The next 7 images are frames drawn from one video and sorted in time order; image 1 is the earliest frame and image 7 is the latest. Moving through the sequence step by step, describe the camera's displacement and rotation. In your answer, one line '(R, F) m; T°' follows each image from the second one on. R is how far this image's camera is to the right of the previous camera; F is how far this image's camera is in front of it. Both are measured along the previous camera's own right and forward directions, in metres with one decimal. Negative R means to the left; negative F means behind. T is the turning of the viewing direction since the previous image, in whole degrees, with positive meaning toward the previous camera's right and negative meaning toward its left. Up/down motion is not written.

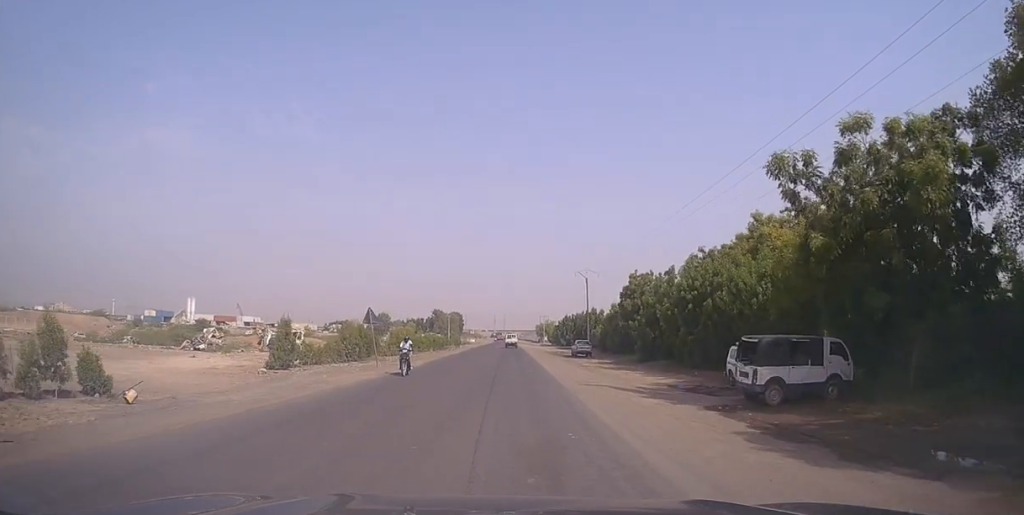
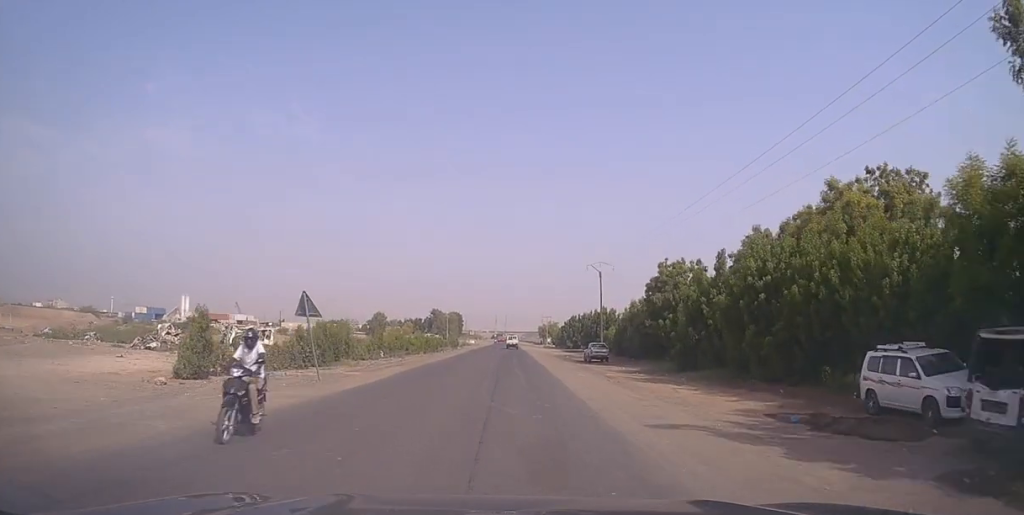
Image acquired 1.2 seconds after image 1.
(-0.1, +7.4) m; +1°
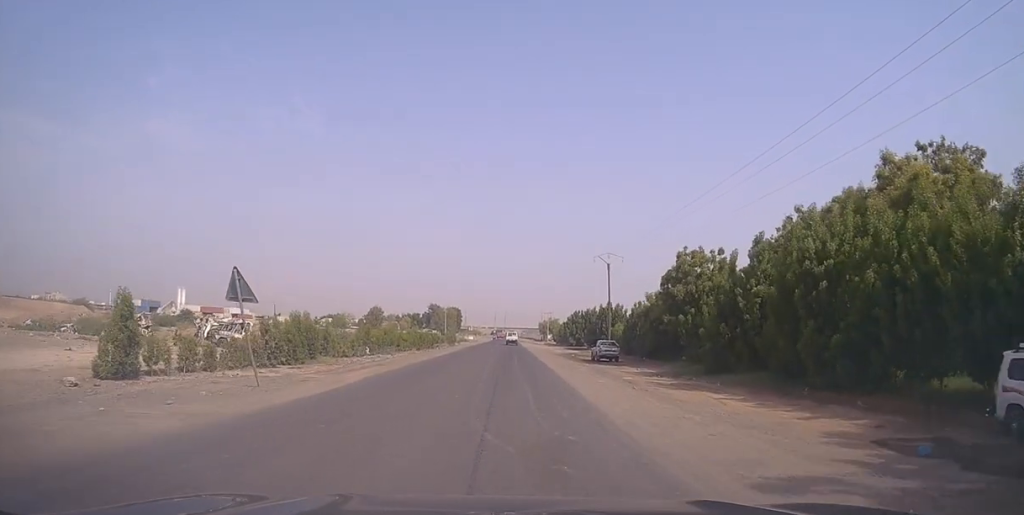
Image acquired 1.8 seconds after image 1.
(+0.1, +4.5) m; +1°
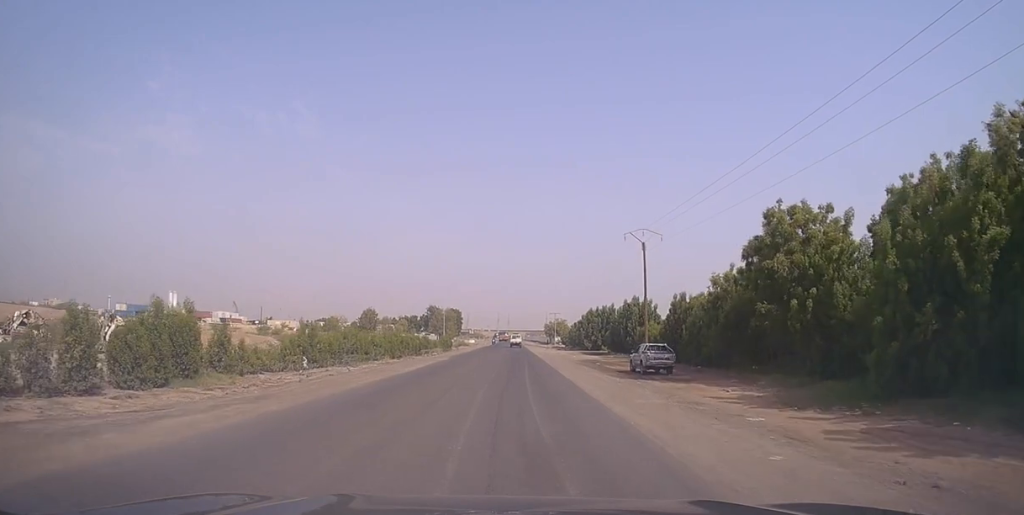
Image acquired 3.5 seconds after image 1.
(+0.3, +14.7) m; -1°
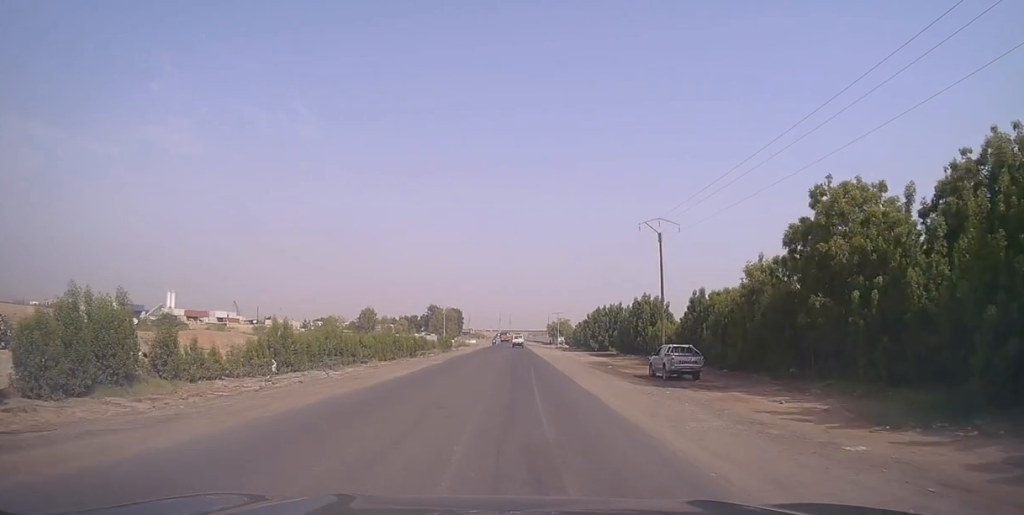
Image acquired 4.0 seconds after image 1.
(-0.1, +4.6) m; 0°
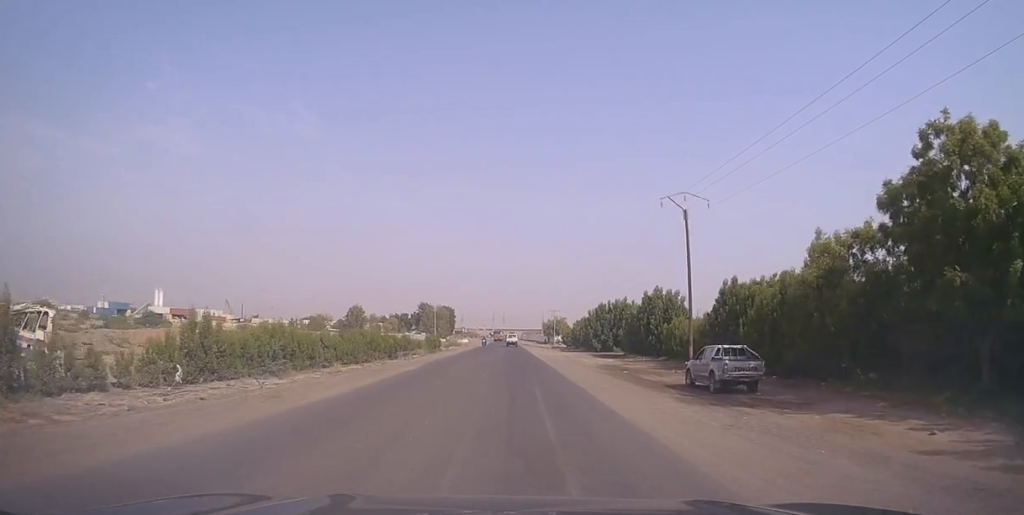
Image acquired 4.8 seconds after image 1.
(-0.1, +7.8) m; 0°
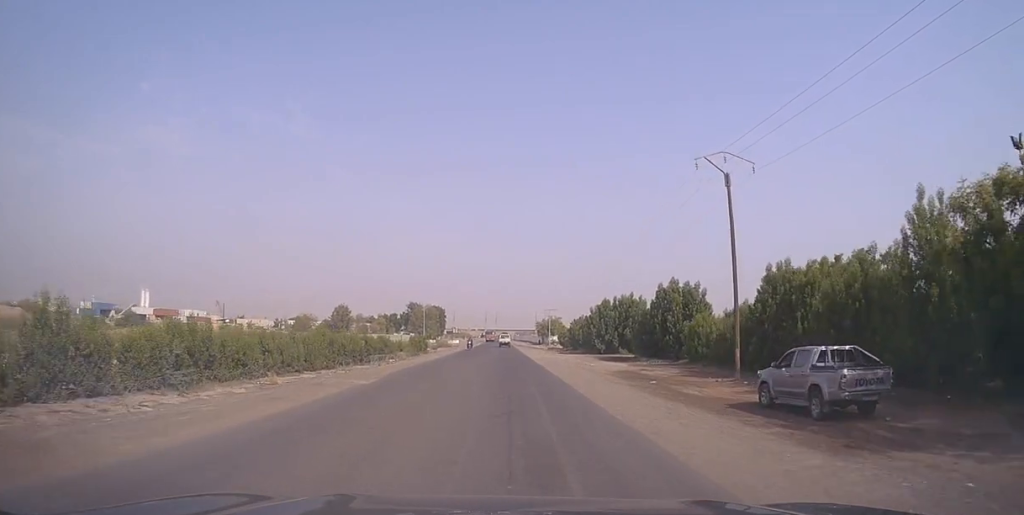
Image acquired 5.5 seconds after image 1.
(0.0, +8.0) m; +1°
